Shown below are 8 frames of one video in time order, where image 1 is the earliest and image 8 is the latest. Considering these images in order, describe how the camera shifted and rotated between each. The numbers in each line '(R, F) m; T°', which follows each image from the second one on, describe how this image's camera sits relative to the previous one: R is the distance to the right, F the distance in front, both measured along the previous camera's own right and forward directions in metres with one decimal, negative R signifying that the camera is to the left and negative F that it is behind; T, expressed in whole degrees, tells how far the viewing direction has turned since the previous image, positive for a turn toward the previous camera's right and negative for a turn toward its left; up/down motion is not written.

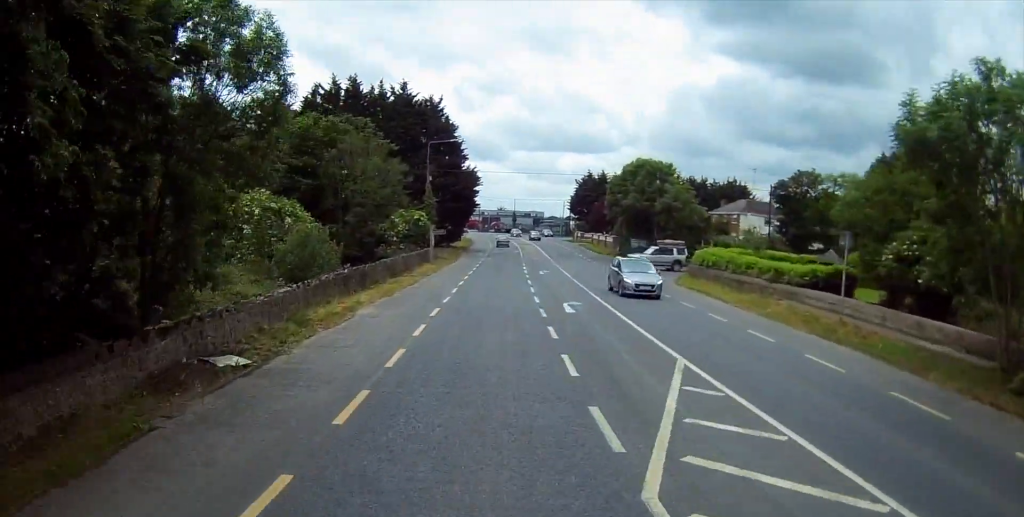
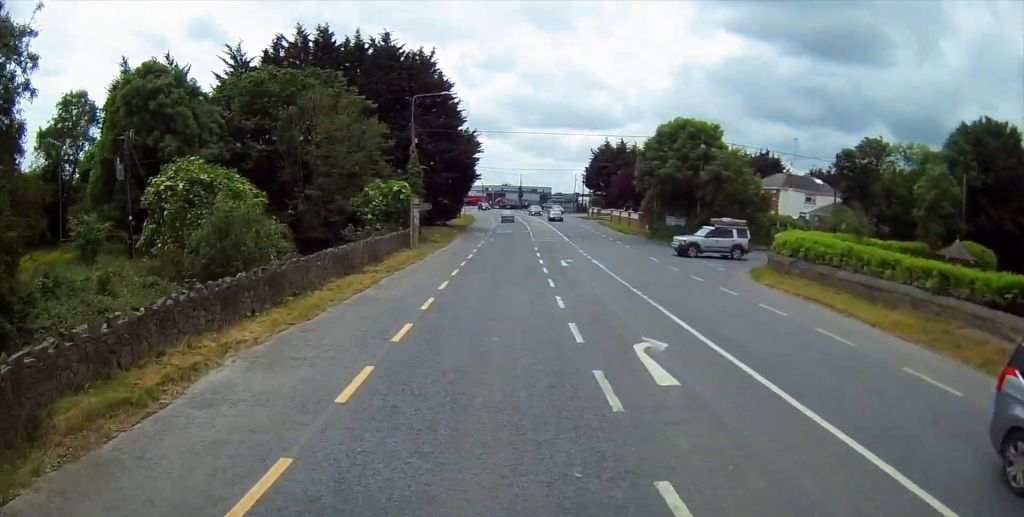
(+0.1, +12.4) m; +1°
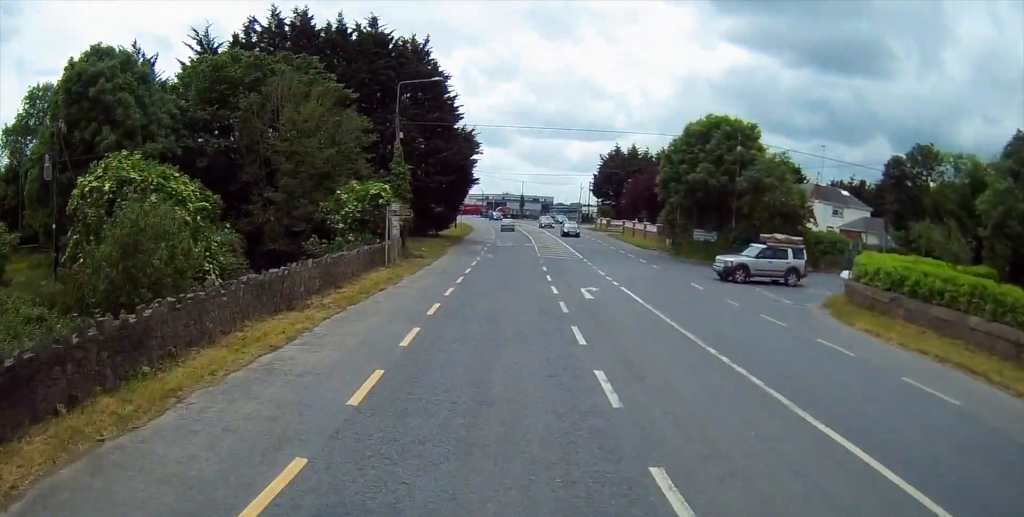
(0.0, +7.9) m; 0°
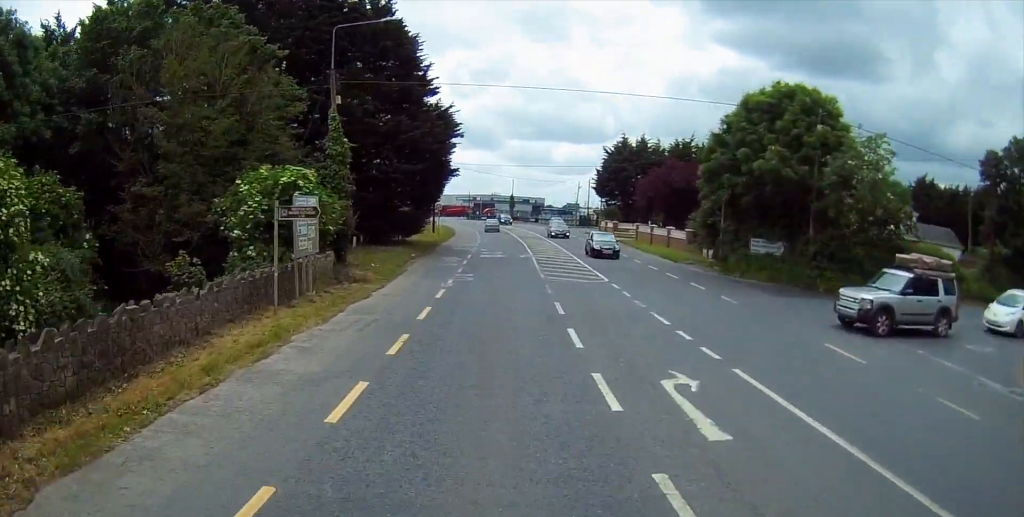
(0.0, +12.9) m; 0°
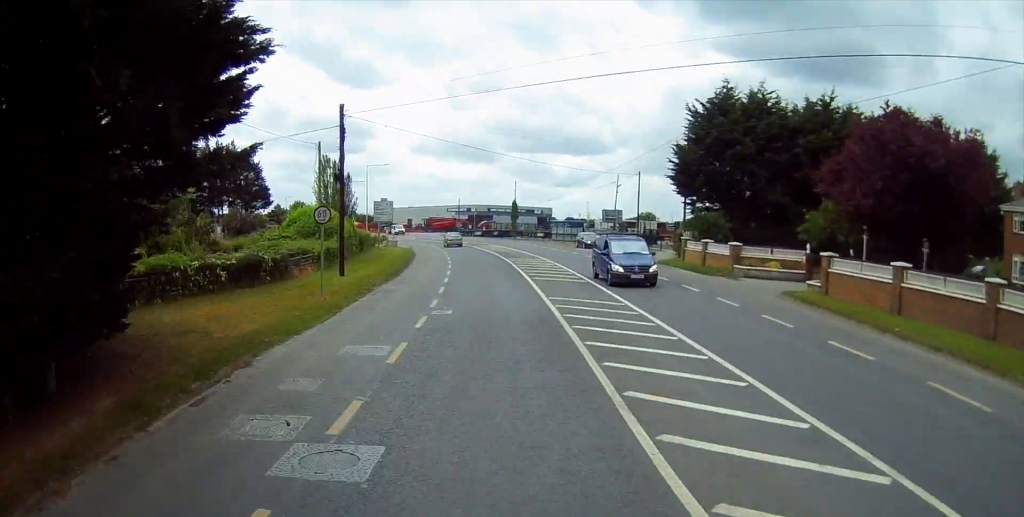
(-0.2, +36.5) m; 0°
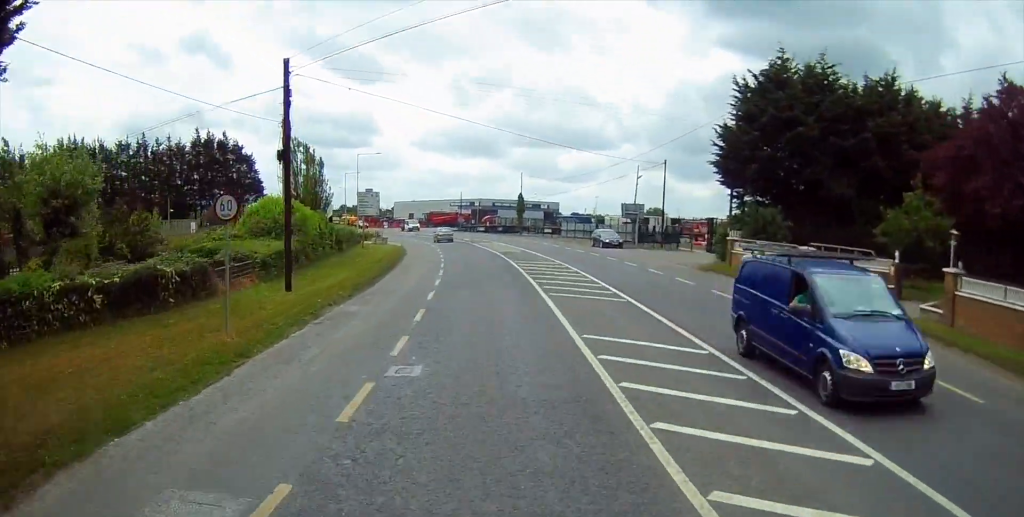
(0.0, +7.8) m; 0°
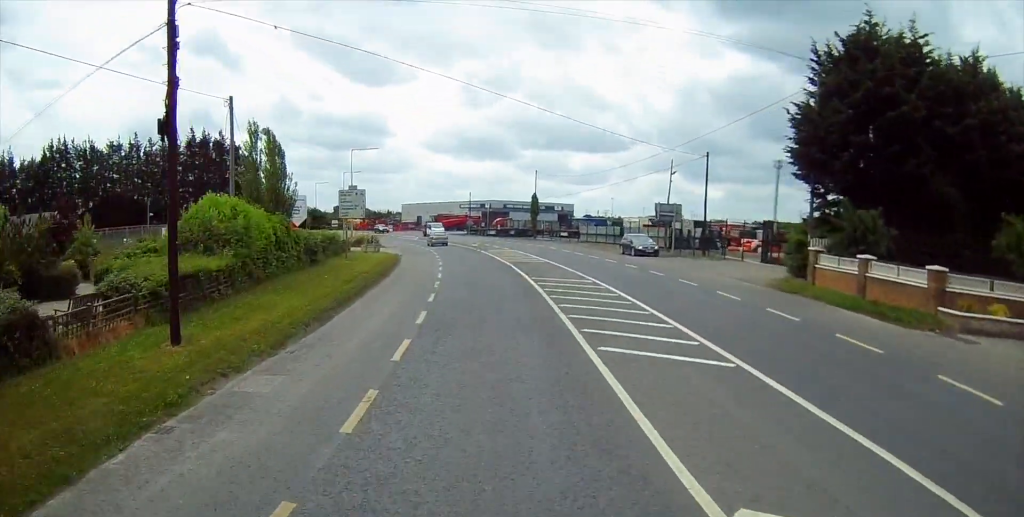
(0.0, +8.3) m; -1°
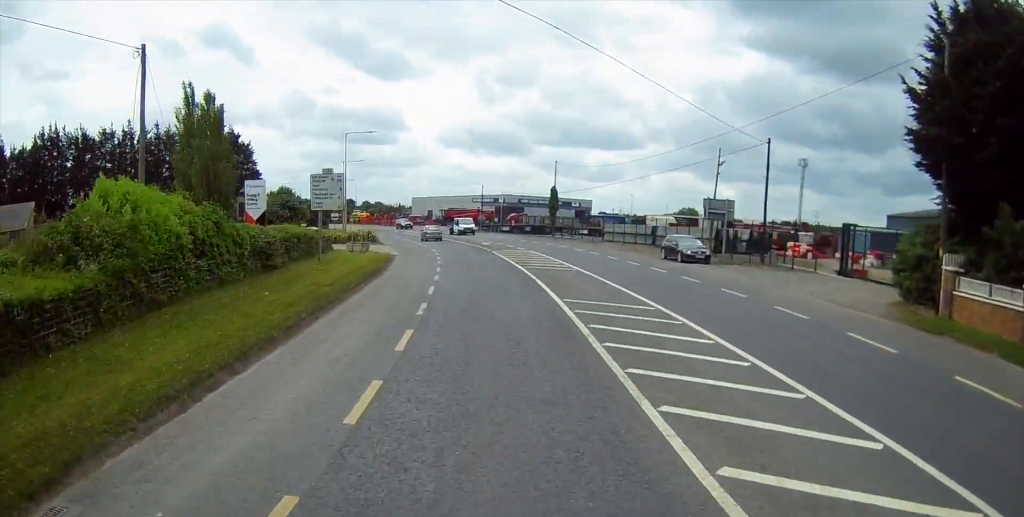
(+0.1, +8.3) m; -1°
